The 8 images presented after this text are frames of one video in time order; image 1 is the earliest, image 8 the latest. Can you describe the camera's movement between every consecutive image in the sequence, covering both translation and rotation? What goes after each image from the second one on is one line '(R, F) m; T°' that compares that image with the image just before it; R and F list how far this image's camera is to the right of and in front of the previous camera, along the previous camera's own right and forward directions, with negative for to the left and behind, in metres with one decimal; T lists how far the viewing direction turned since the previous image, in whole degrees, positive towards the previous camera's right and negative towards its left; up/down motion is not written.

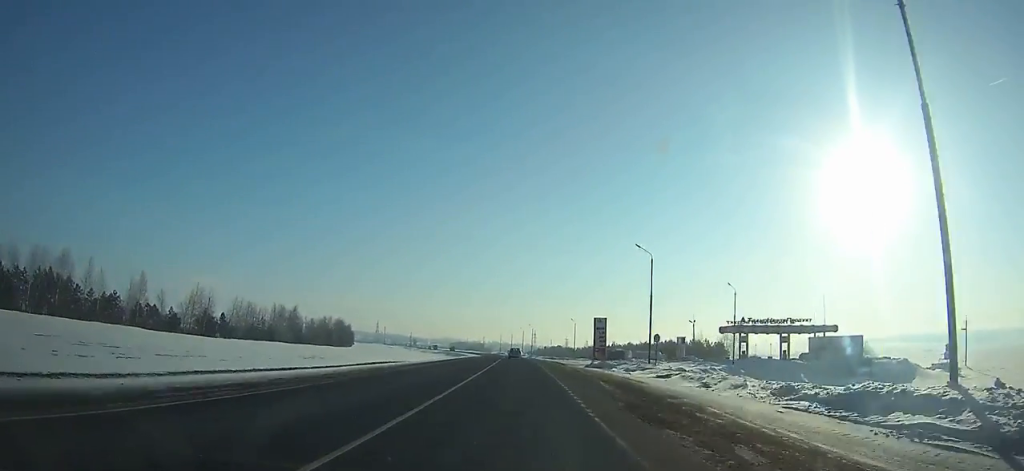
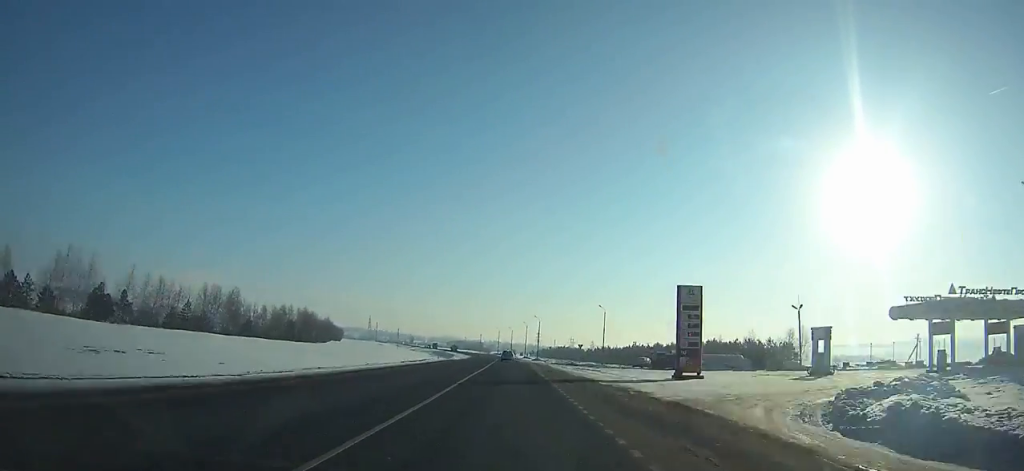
(-0.1, +45.0) m; -1°
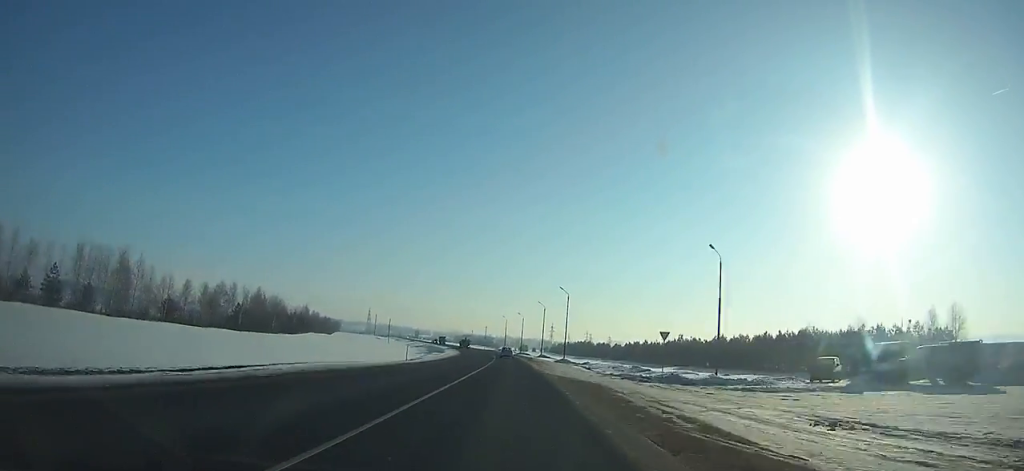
(0.0, +49.9) m; -1°
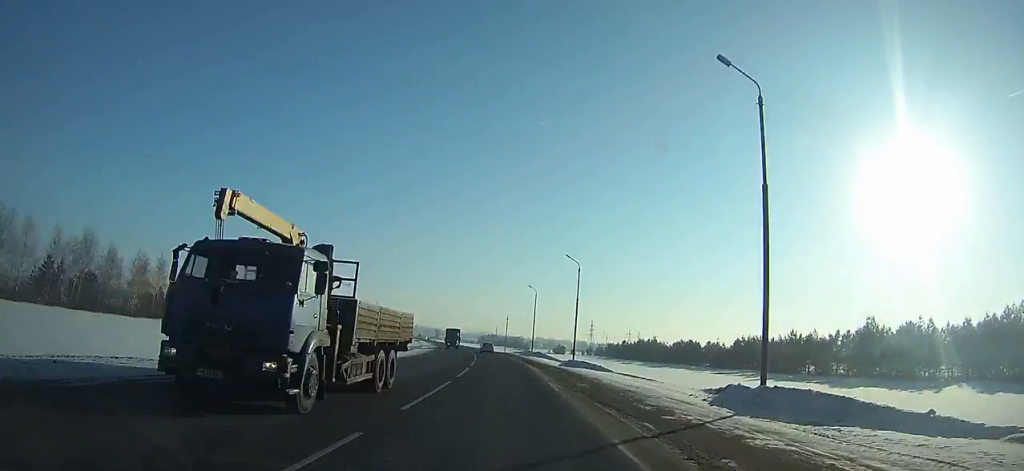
(-2.6, +85.7) m; -4°
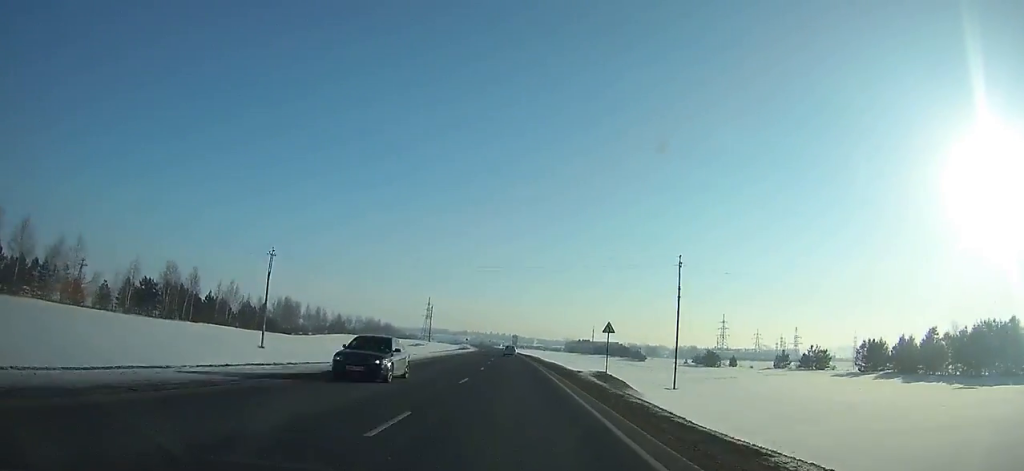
(-9.1, +130.1) m; -7°
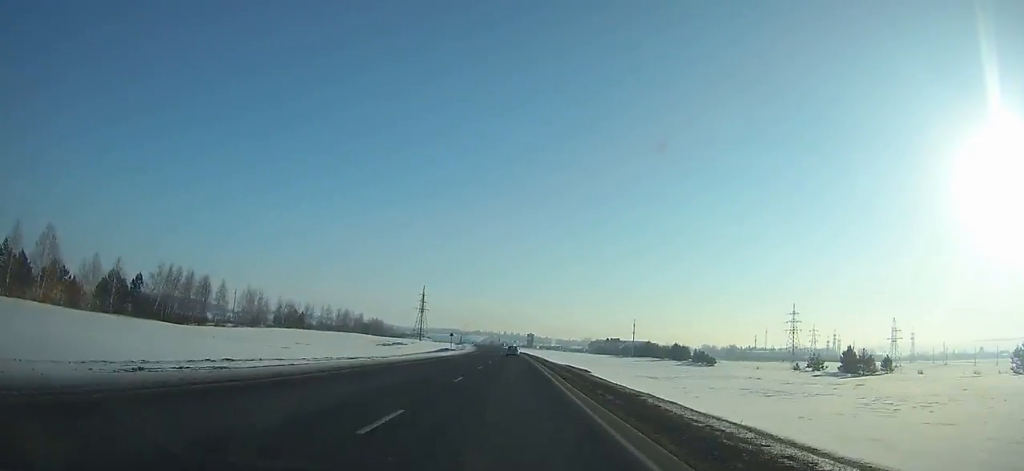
(-1.1, +73.1) m; -1°
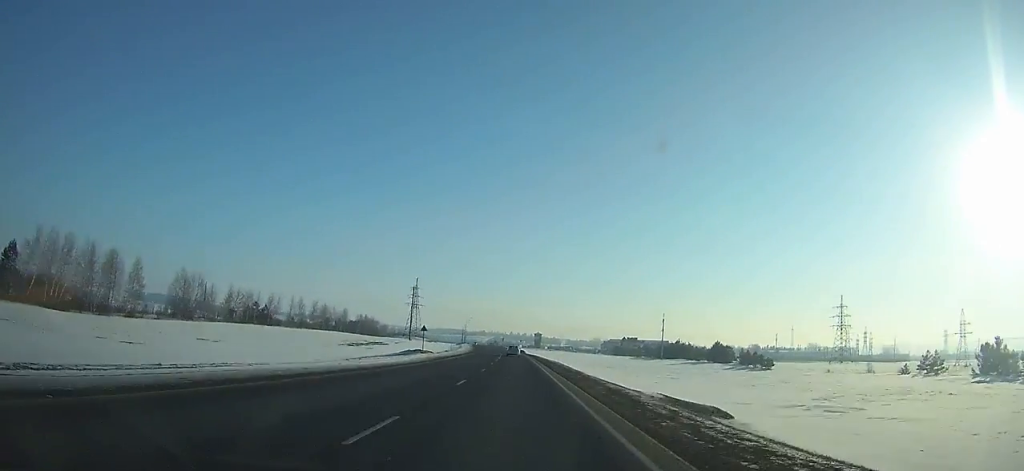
(-0.2, +37.5) m; -1°
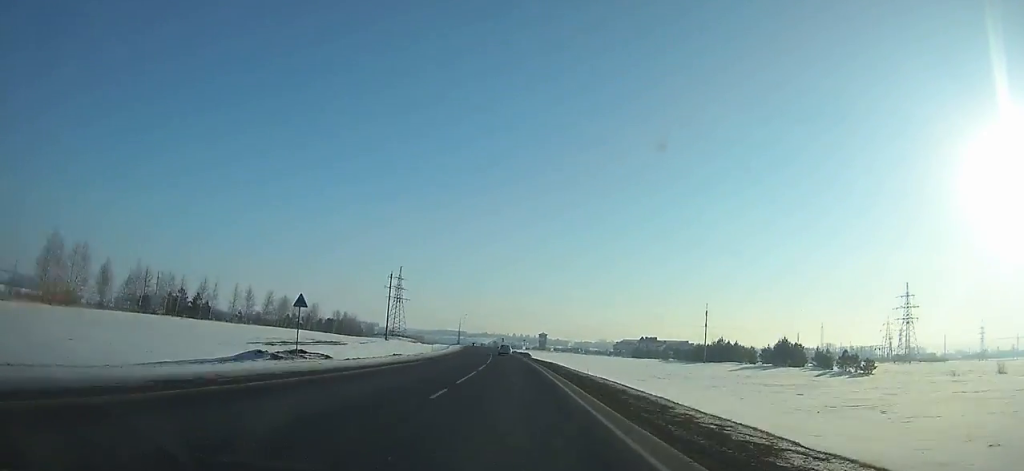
(-0.2, +42.1) m; -1°
